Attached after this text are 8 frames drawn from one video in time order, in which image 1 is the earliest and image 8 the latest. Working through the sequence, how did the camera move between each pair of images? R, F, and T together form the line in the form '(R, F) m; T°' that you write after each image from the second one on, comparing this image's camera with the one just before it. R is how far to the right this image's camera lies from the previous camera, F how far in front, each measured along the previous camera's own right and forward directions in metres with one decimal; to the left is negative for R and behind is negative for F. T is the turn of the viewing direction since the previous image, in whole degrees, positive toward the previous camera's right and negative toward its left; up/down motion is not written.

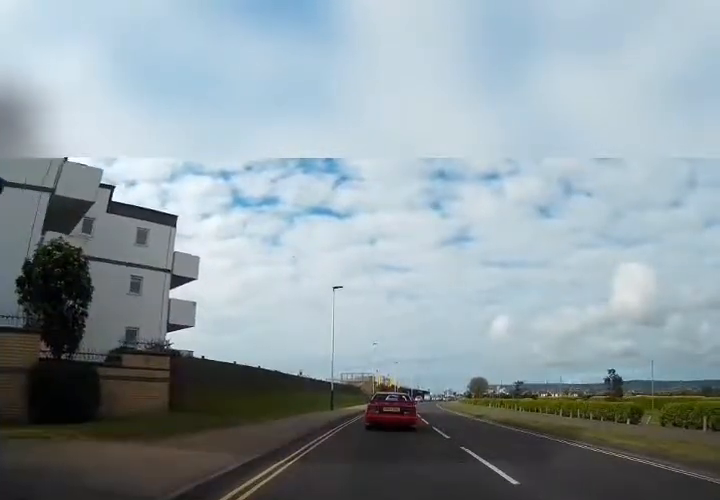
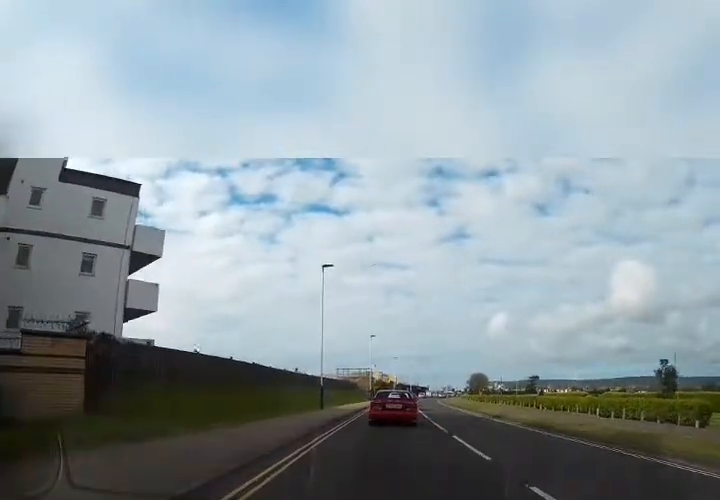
(-0.1, +4.5) m; +1°
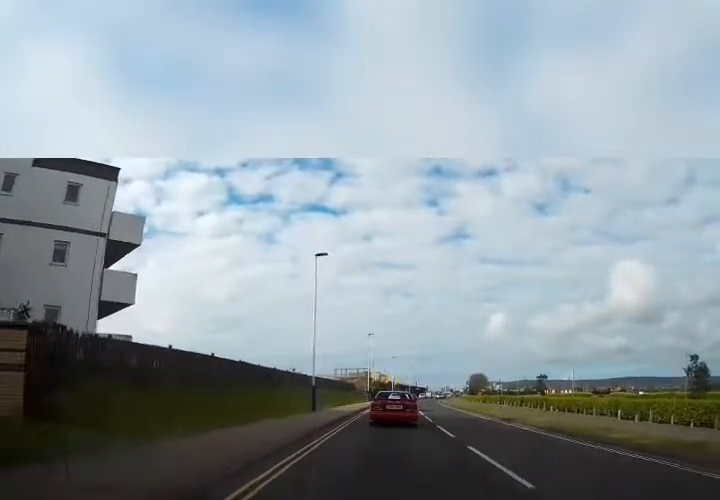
(0.0, +2.0) m; +1°
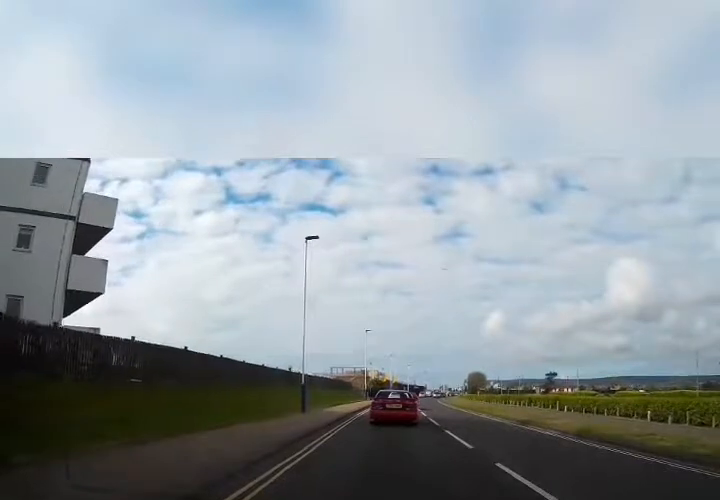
(+0.1, +2.4) m; +1°
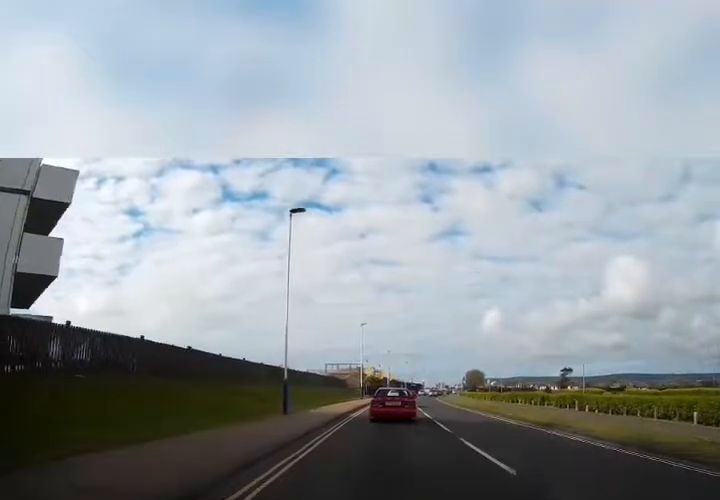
(0.0, +3.2) m; -1°
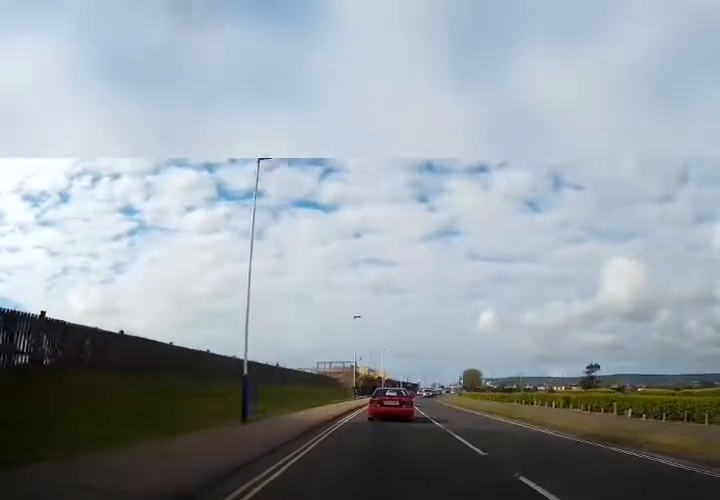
(-0.1, +4.9) m; -1°
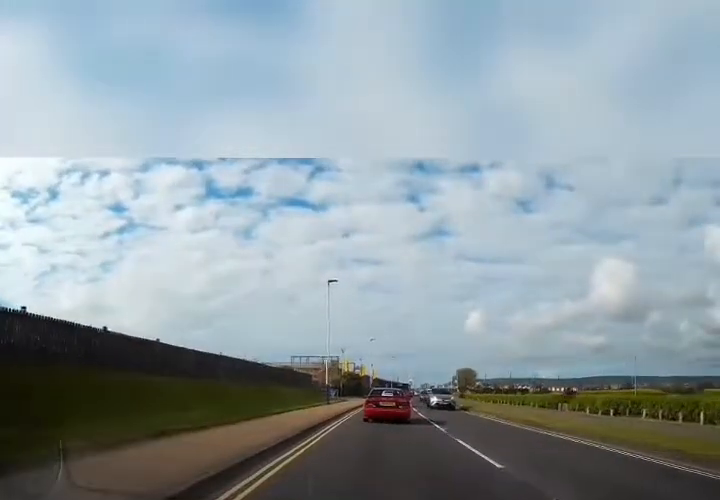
(+0.7, +14.6) m; +5°
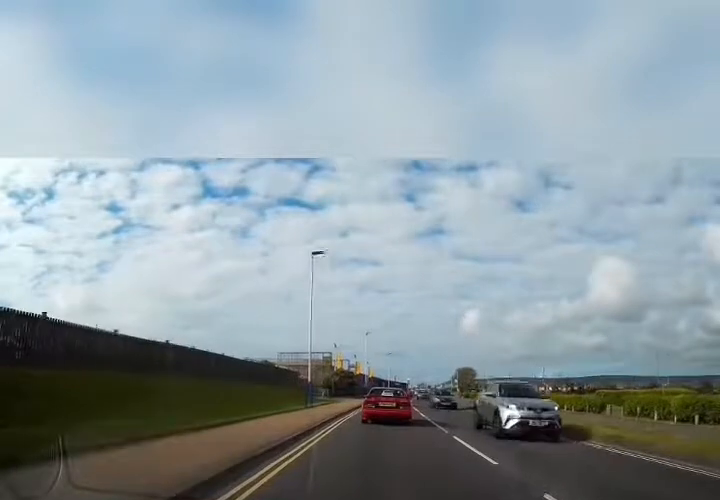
(0.0, +5.9) m; +1°
